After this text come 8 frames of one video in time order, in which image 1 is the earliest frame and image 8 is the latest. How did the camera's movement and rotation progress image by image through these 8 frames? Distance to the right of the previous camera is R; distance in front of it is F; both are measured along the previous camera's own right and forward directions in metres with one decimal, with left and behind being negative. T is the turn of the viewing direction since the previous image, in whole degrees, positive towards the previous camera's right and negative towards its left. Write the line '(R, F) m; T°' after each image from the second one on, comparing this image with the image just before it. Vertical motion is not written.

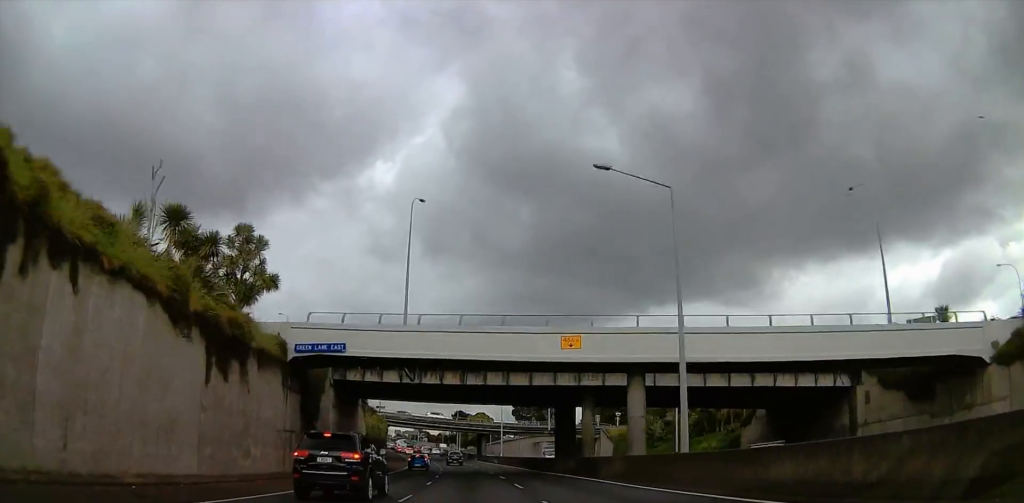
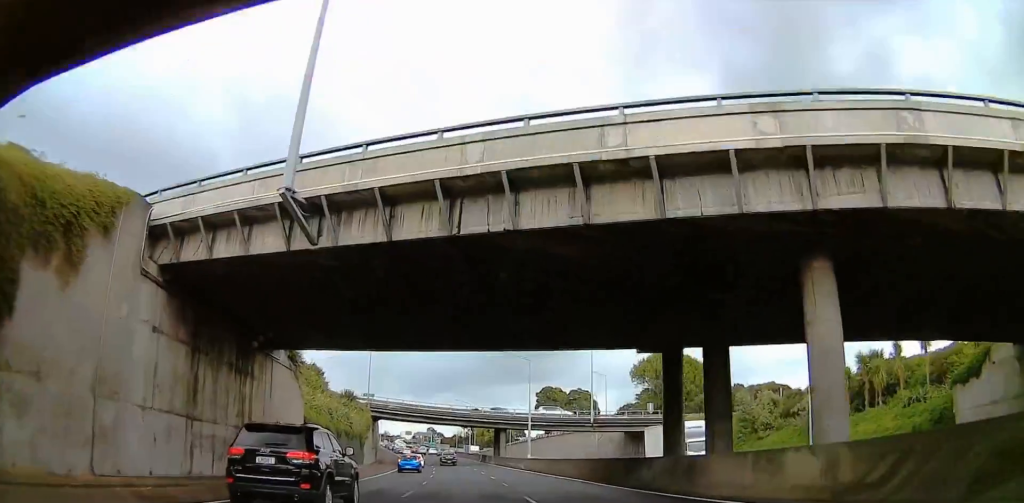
(-0.5, +28.2) m; -3°
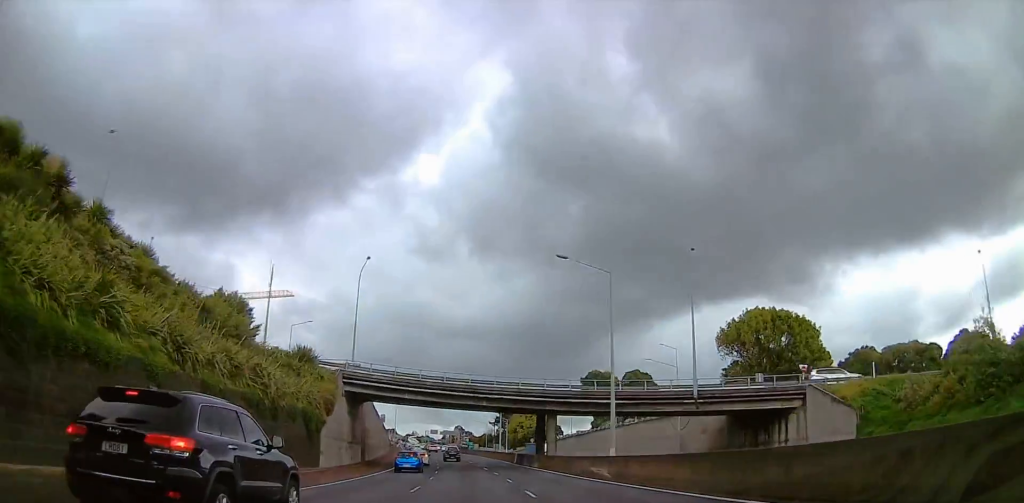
(-0.3, +29.8) m; -2°
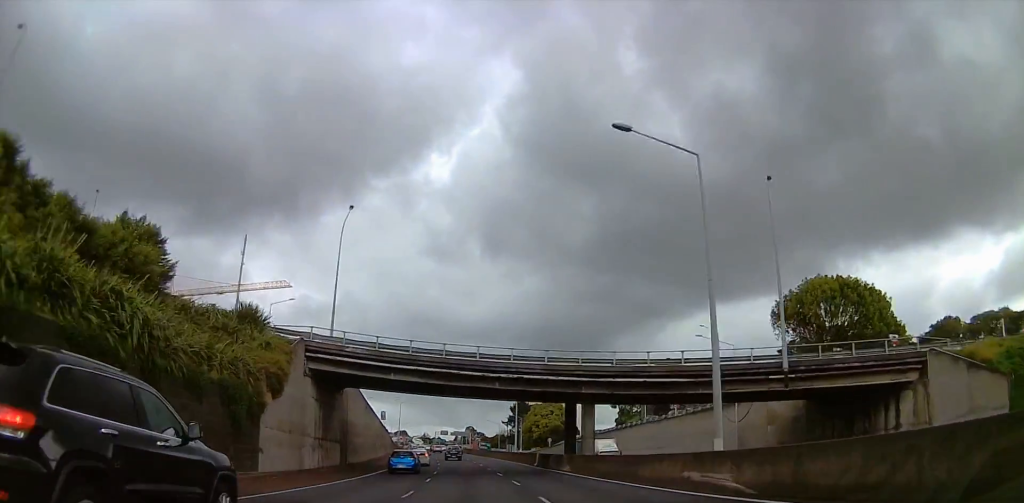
(+0.1, +13.3) m; -2°
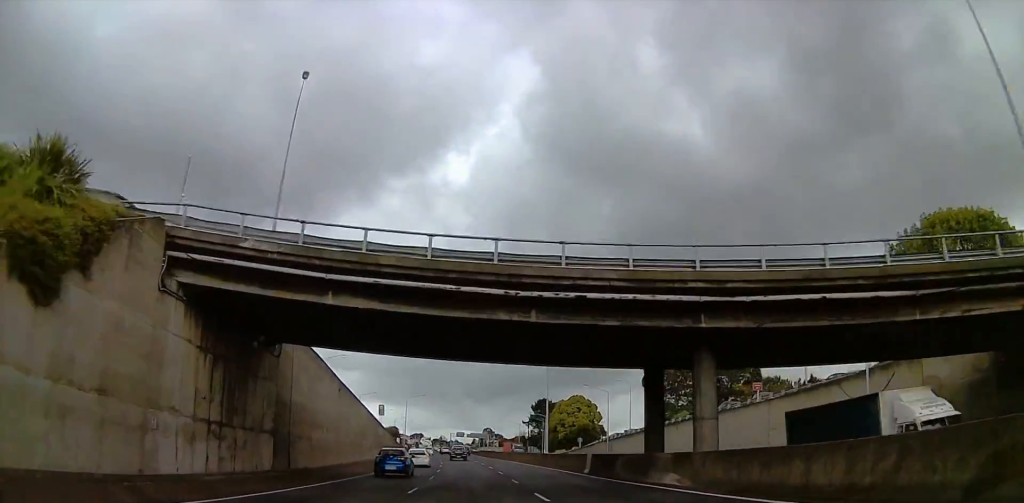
(-0.9, +19.5) m; -3°
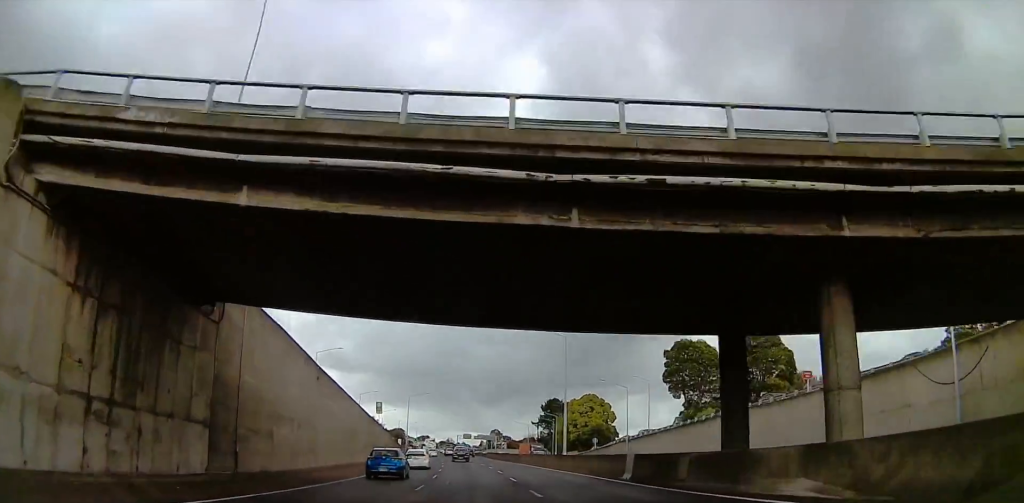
(0.0, +8.6) m; 0°
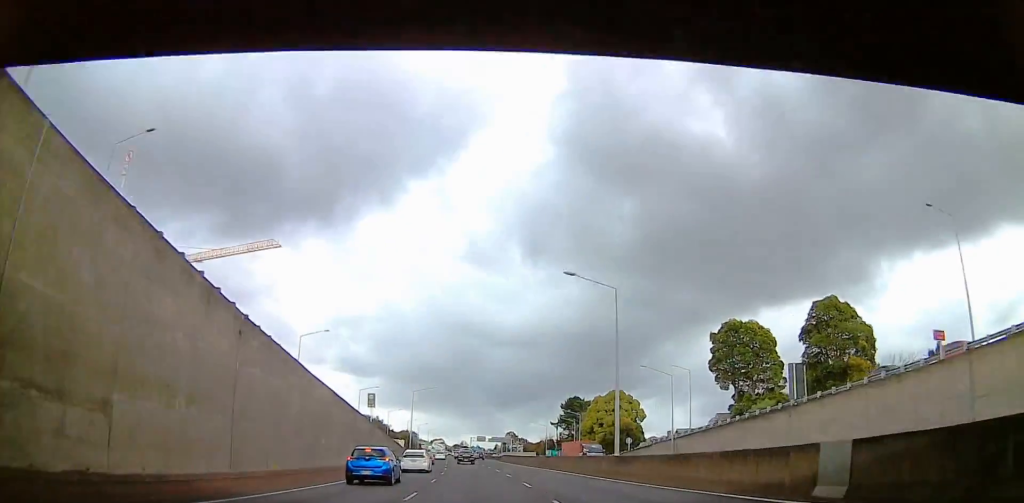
(+0.1, +15.7) m; 0°
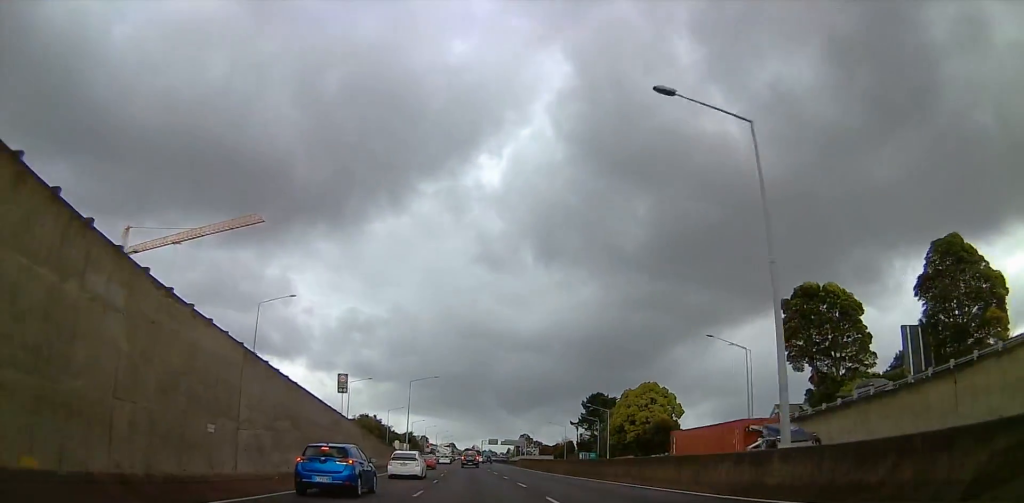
(-0.1, +19.5) m; -2°
